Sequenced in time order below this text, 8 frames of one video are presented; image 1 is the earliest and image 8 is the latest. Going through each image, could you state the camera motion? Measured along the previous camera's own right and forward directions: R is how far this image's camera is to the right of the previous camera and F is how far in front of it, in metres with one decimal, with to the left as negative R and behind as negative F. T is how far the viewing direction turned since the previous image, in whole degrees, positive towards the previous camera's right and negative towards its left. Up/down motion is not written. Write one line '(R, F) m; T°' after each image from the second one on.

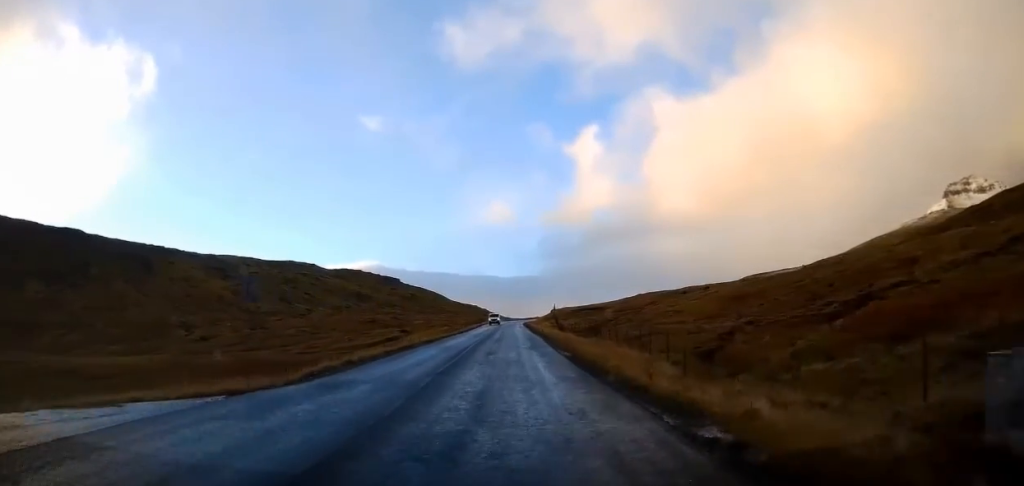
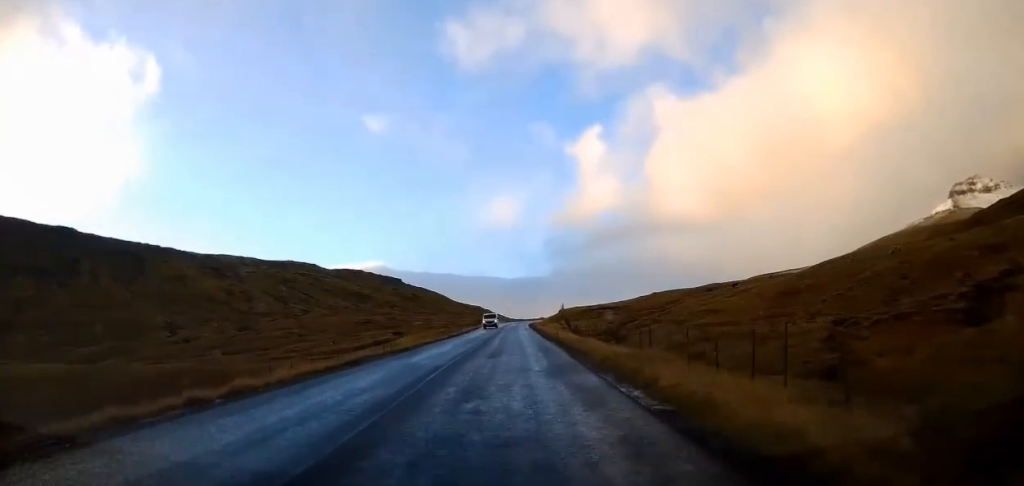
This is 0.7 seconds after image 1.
(-0.1, +12.5) m; 0°
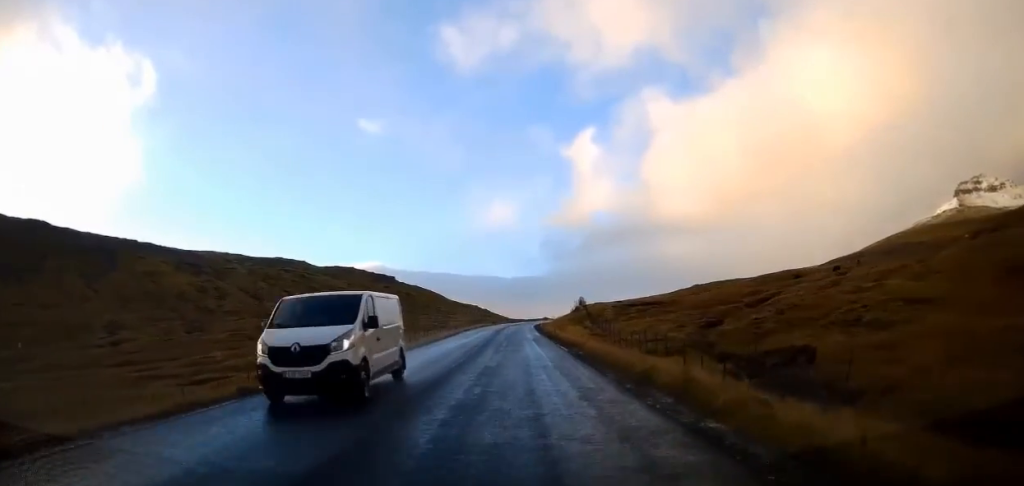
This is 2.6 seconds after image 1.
(+0.6, +32.6) m; +1°
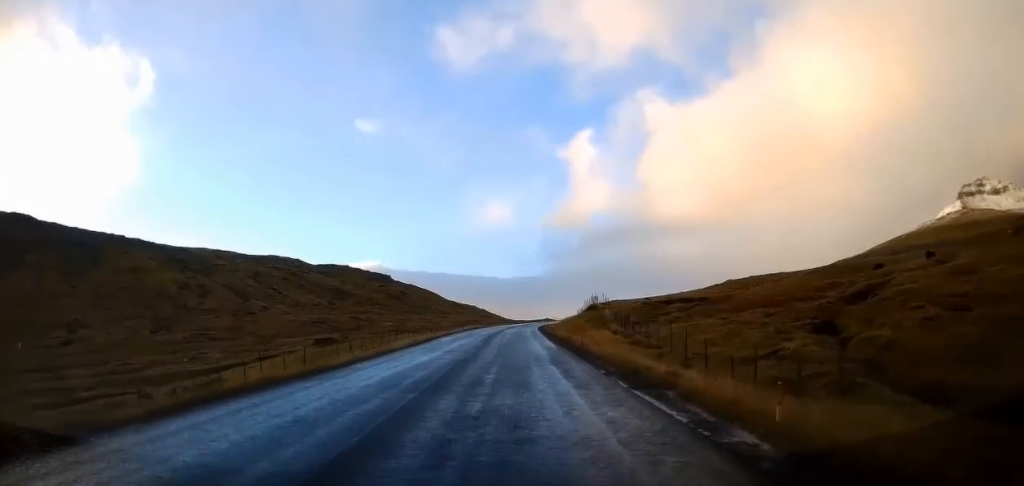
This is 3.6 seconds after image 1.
(0.0, +17.4) m; -1°
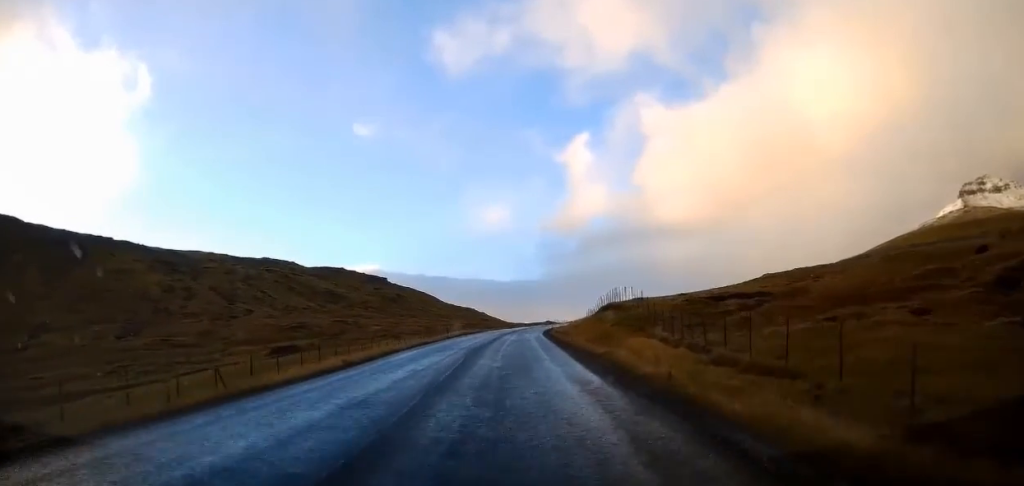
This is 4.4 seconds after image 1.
(-0.2, +14.0) m; -1°
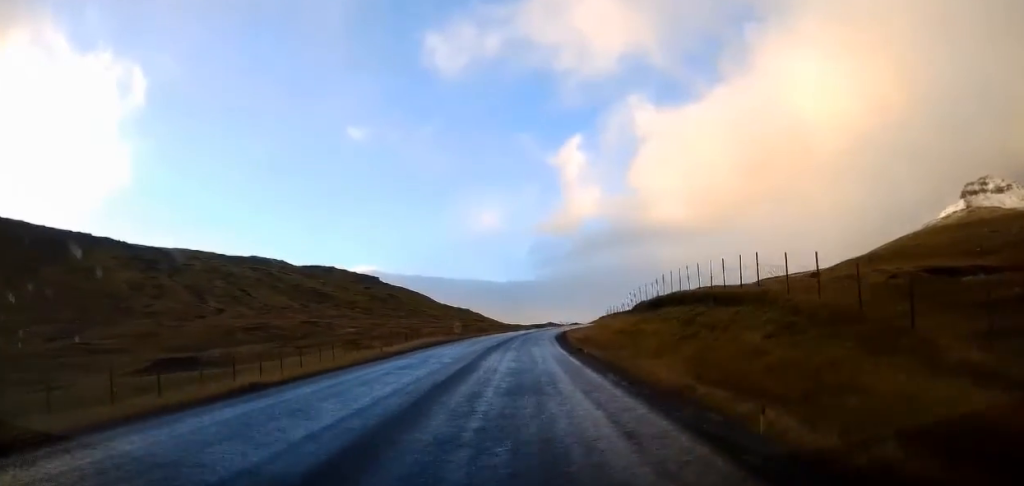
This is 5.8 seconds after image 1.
(+0.1, +24.0) m; +1°
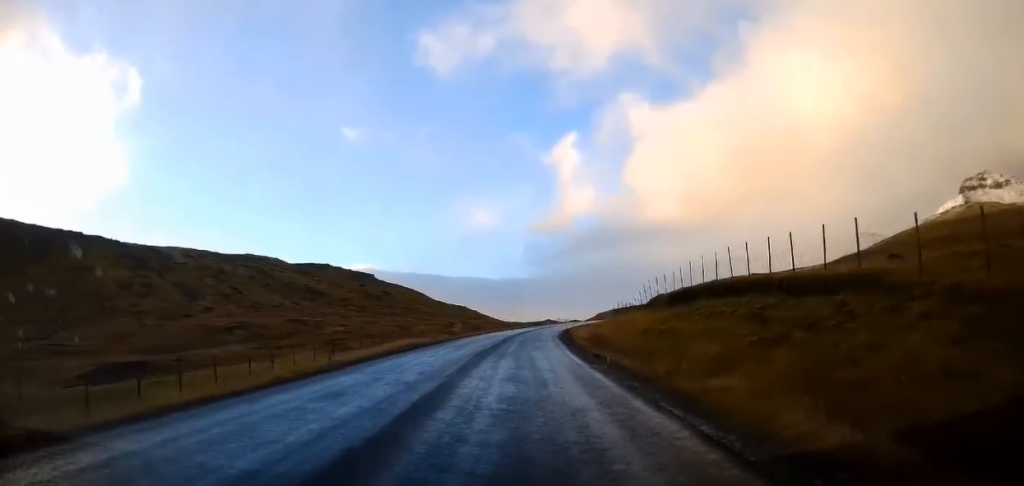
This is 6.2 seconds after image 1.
(0.0, +7.0) m; 0°
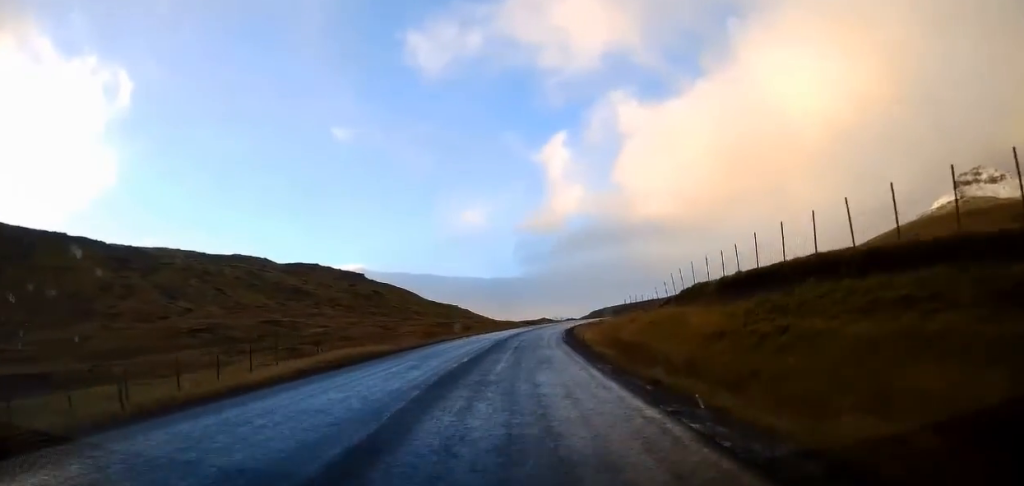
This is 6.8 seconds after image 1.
(0.0, +10.5) m; 0°
